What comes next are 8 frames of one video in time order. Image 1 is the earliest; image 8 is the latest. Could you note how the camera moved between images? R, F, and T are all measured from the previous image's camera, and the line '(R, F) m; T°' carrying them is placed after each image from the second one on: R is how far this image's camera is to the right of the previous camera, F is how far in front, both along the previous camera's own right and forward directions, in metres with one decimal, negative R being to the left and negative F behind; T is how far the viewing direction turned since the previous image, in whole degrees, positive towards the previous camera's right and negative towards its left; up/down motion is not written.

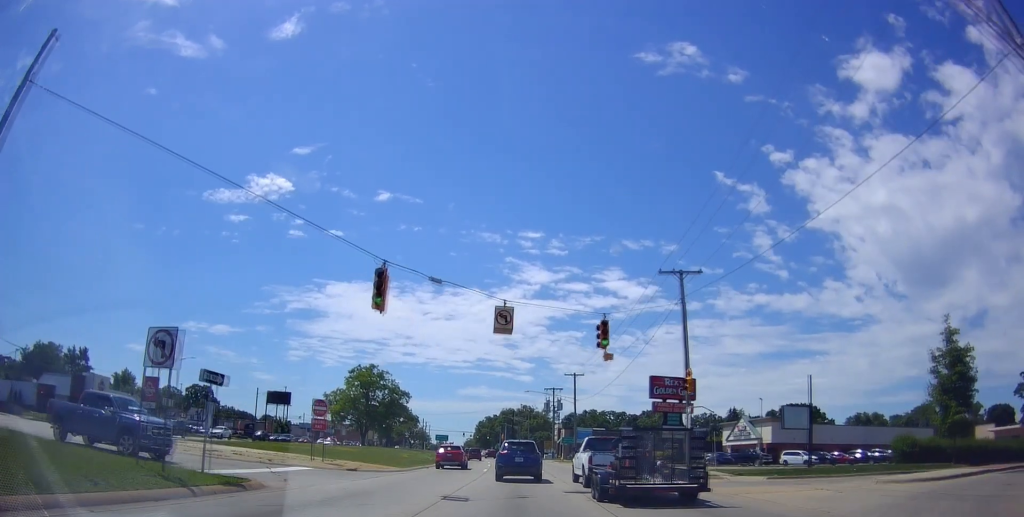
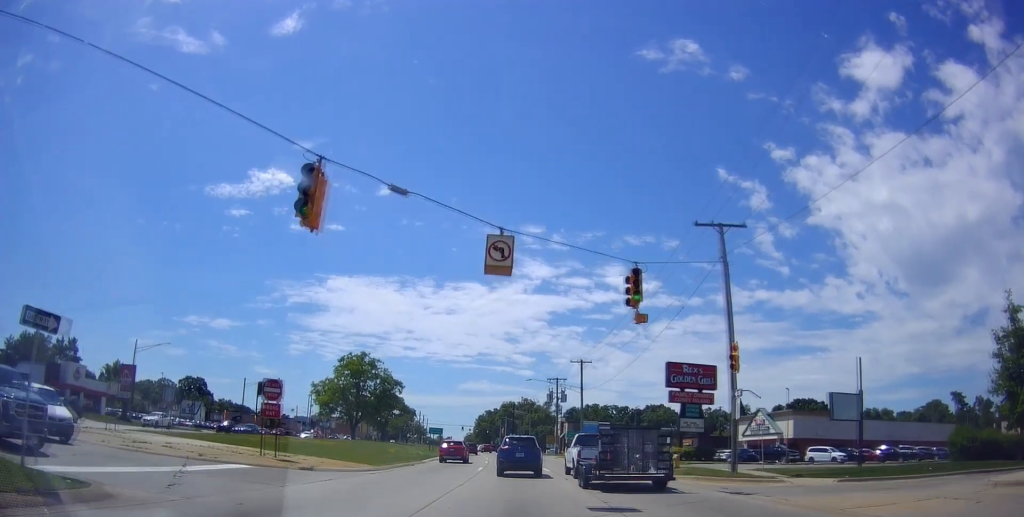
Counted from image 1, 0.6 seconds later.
(+0.2, +6.2) m; +2°
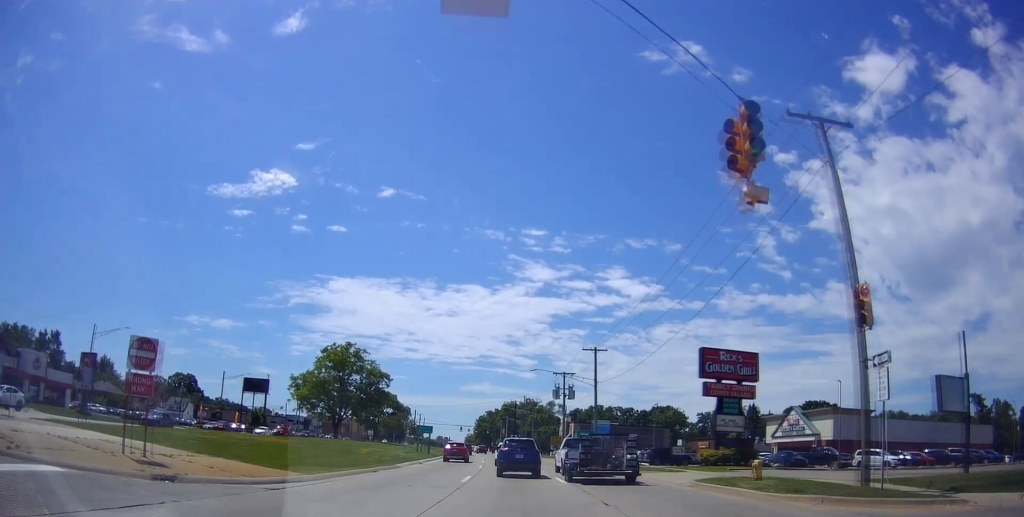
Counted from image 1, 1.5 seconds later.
(+0.3, +9.3) m; +1°
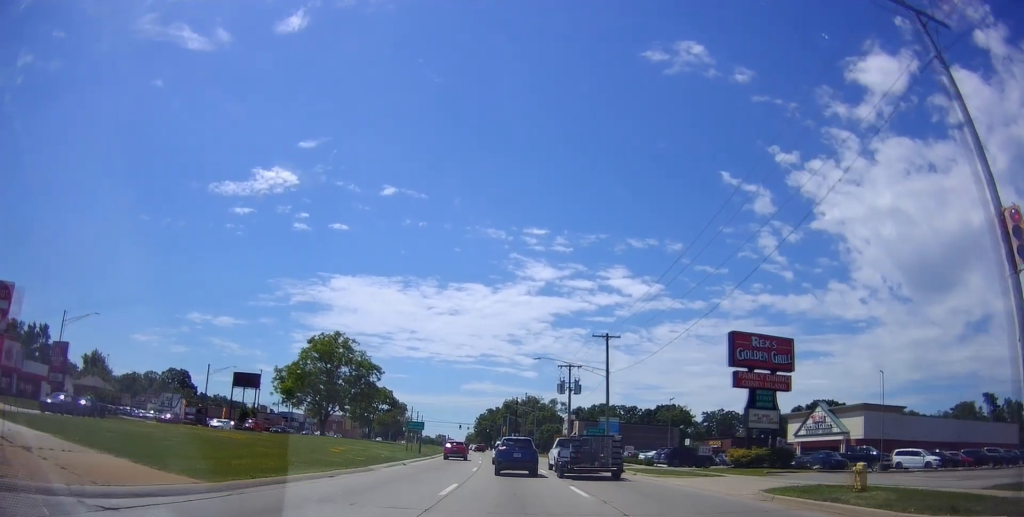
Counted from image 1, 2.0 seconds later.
(+0.3, +5.9) m; -1°
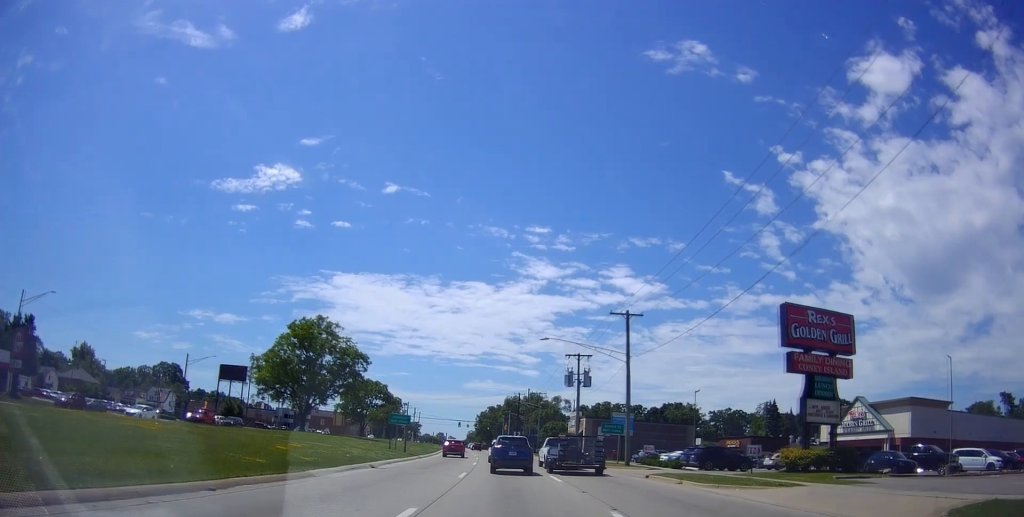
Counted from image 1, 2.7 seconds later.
(-0.5, +7.8) m; 0°
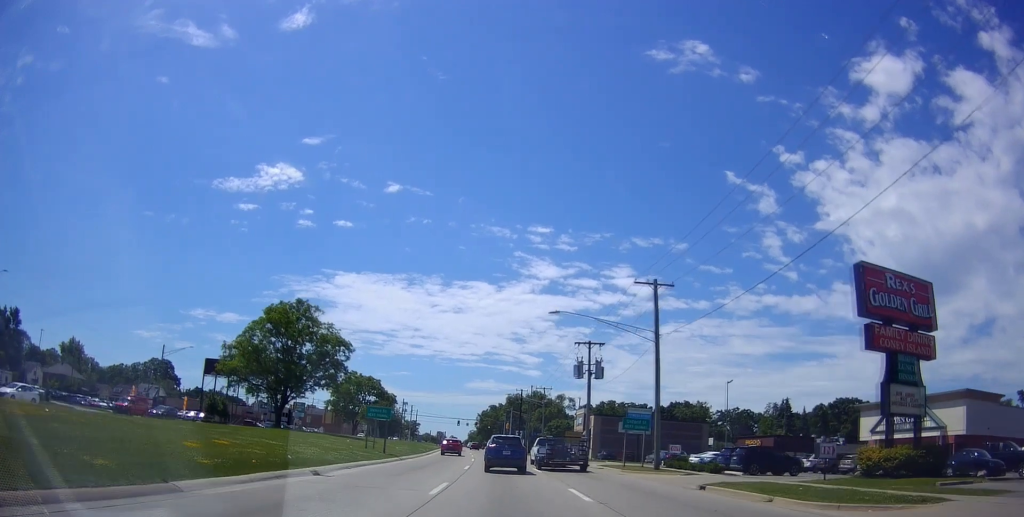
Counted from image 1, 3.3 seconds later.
(-0.1, +7.6) m; 0°
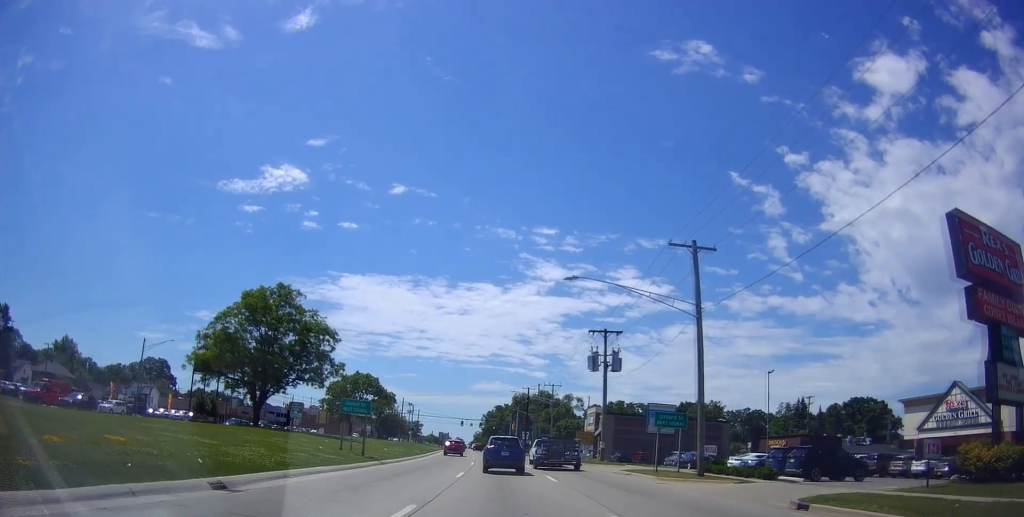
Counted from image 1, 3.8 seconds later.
(+0.4, +6.6) m; 0°
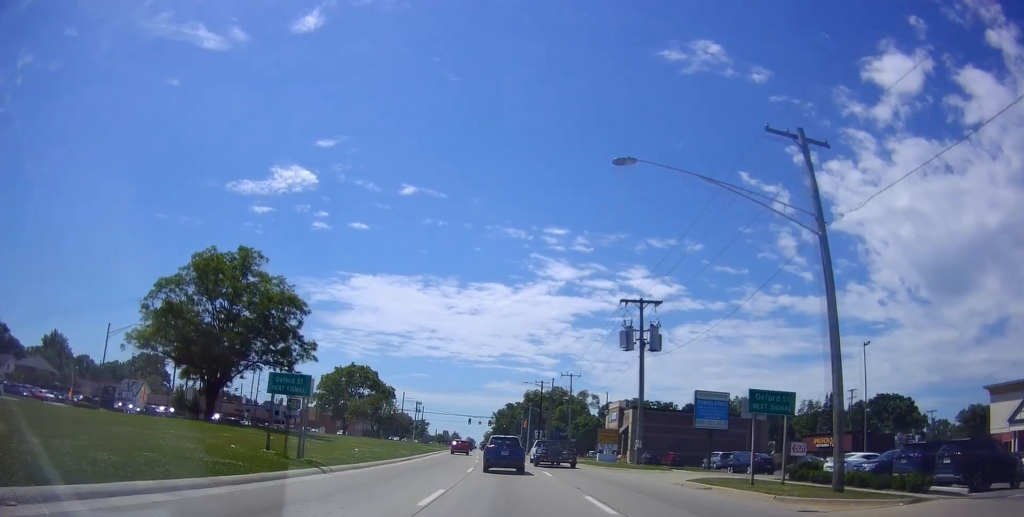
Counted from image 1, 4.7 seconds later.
(-0.3, +10.4) m; -2°
